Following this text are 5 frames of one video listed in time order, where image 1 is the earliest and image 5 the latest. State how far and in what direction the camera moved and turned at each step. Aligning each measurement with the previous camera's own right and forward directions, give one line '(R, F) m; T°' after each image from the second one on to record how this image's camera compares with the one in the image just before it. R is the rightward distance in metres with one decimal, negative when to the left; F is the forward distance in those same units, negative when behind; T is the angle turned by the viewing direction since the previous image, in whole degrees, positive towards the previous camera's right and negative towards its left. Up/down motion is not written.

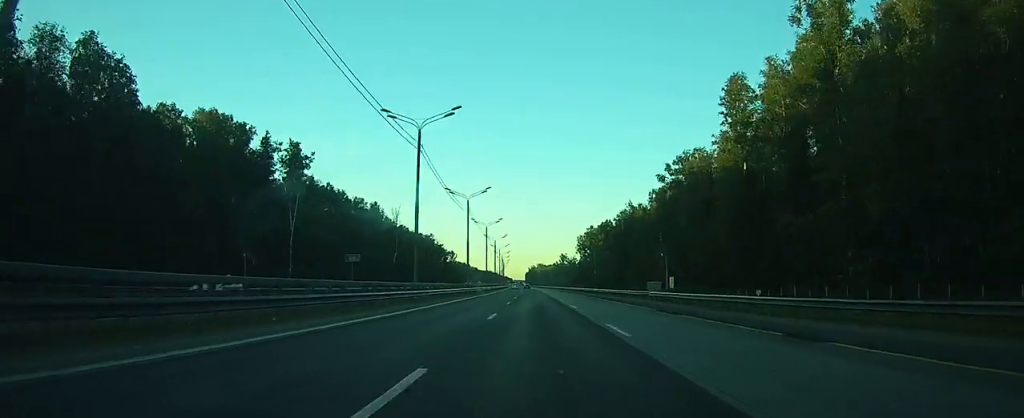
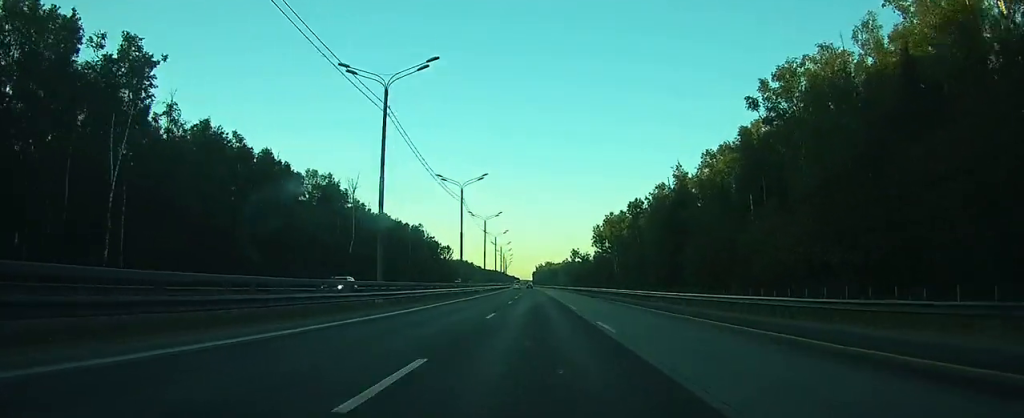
(-0.2, +46.4) m; 0°
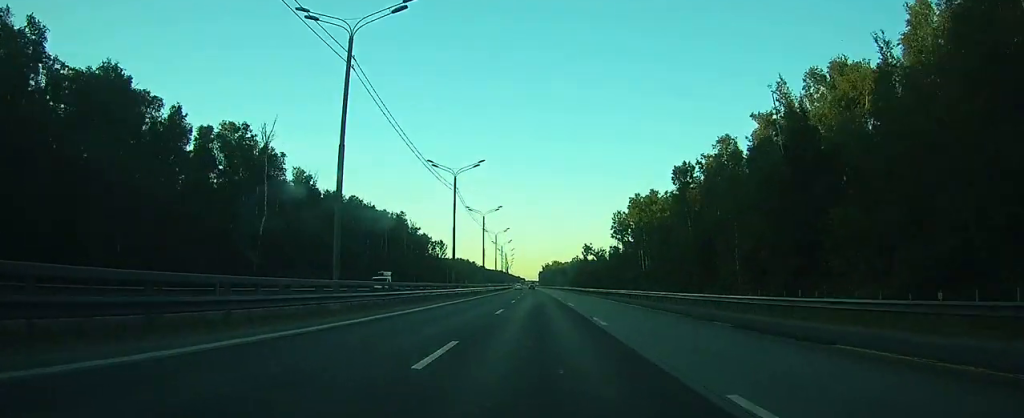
(-0.3, +44.8) m; -1°
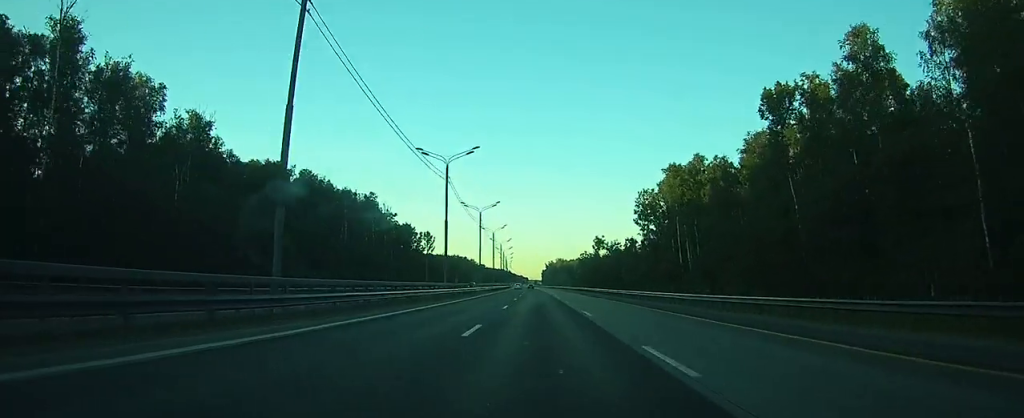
(-0.4, +42.3) m; -1°
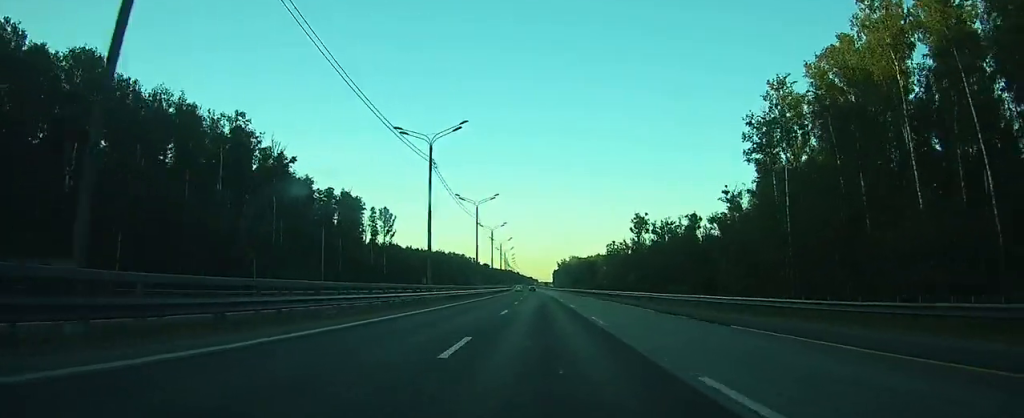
(+0.1, +82.7) m; 0°
